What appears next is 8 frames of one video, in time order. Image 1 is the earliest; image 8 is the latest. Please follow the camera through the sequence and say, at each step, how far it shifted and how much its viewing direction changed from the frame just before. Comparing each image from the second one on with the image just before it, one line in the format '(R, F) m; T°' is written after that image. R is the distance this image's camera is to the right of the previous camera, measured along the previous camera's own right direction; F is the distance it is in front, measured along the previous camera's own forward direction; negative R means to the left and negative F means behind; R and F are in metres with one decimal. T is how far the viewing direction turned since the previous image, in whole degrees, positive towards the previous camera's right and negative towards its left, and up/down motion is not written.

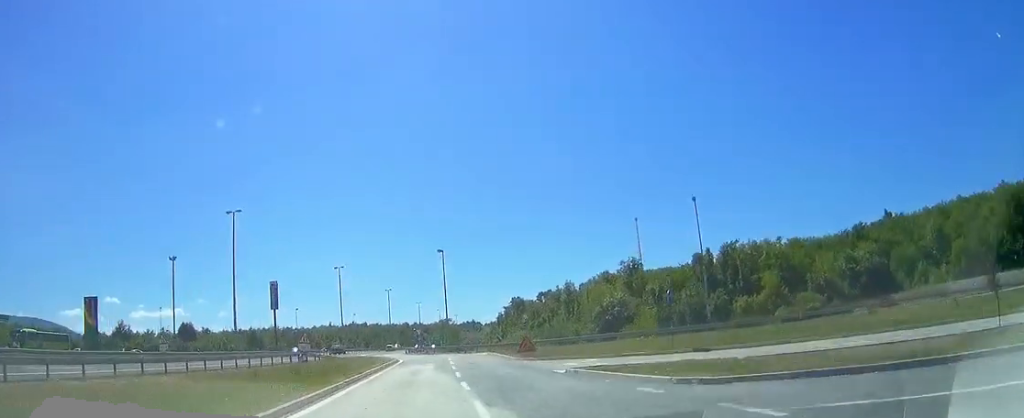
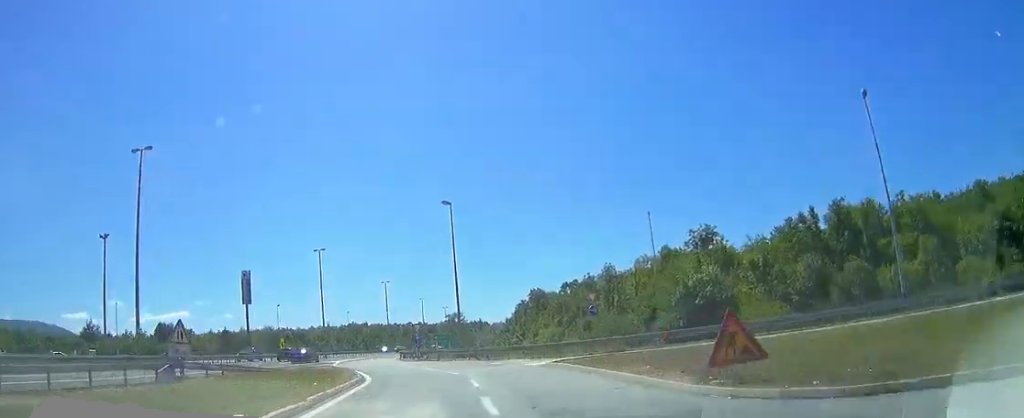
(-0.2, +21.3) m; -1°
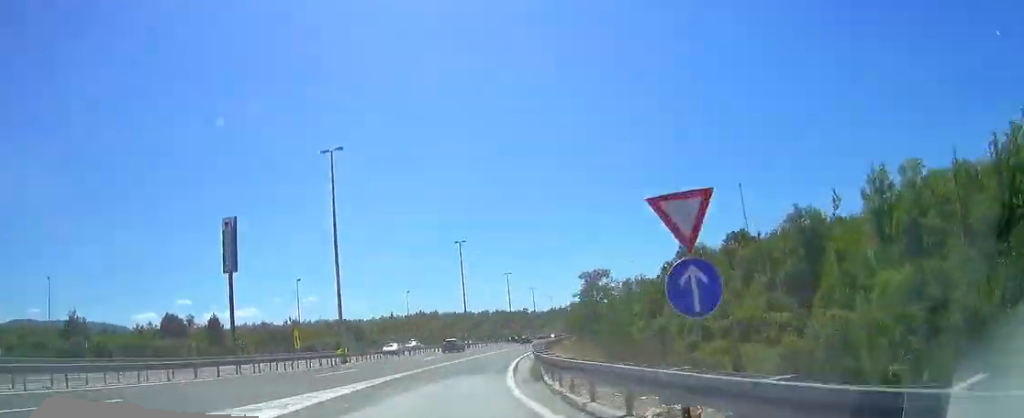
(-0.4, +50.0) m; +3°
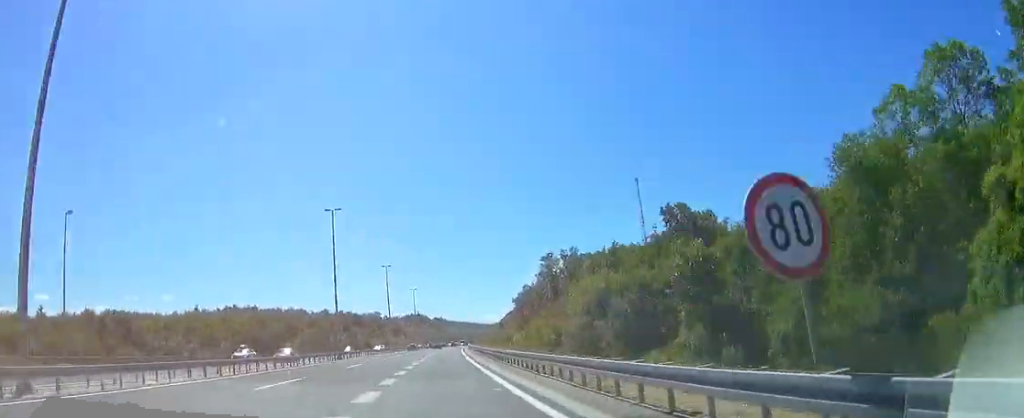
(+4.4, +85.8) m; +5°
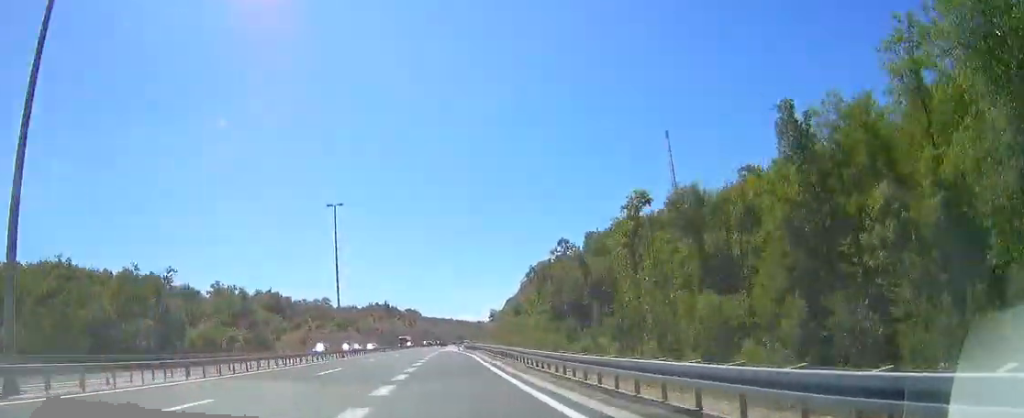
(+4.0, +105.7) m; +3°
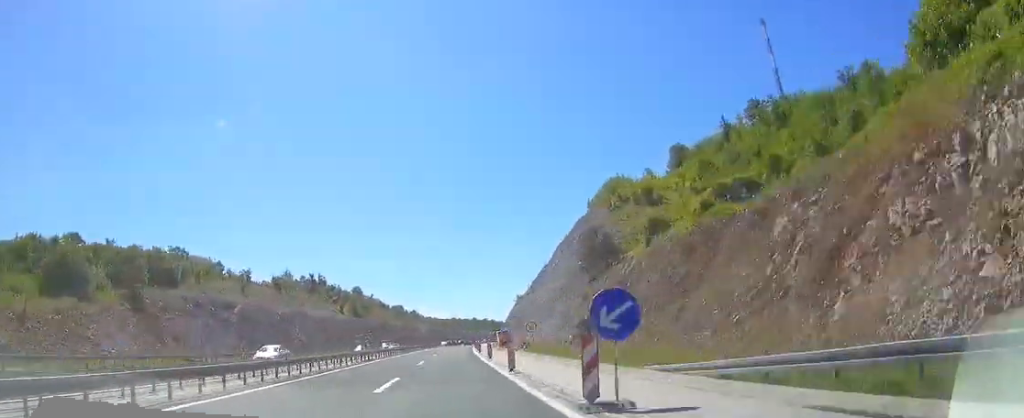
(+2.6, +137.7) m; +4°
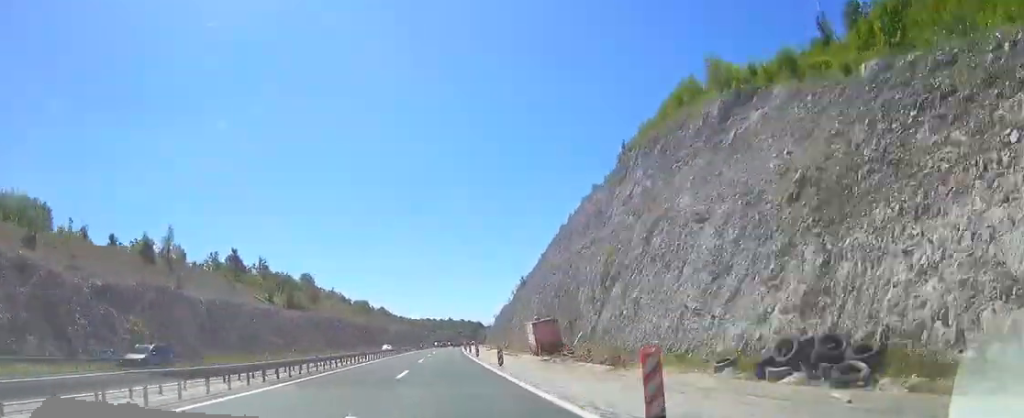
(+1.6, +47.9) m; +2°
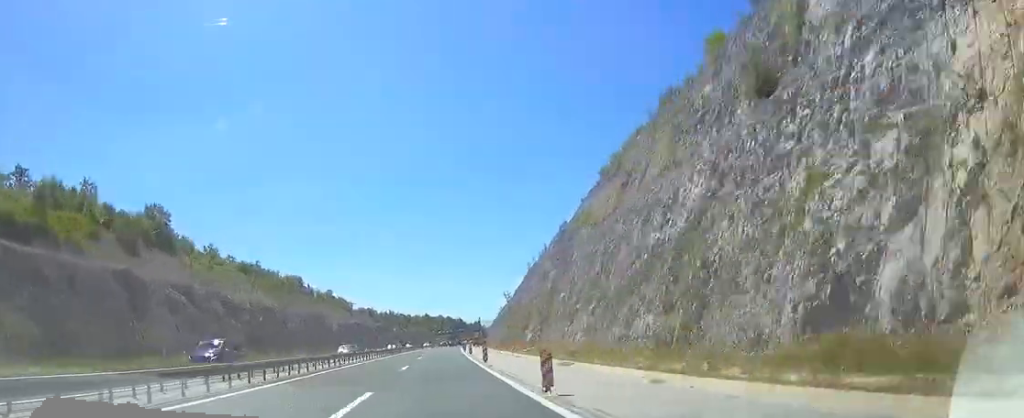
(+2.2, +85.0) m; +3°
